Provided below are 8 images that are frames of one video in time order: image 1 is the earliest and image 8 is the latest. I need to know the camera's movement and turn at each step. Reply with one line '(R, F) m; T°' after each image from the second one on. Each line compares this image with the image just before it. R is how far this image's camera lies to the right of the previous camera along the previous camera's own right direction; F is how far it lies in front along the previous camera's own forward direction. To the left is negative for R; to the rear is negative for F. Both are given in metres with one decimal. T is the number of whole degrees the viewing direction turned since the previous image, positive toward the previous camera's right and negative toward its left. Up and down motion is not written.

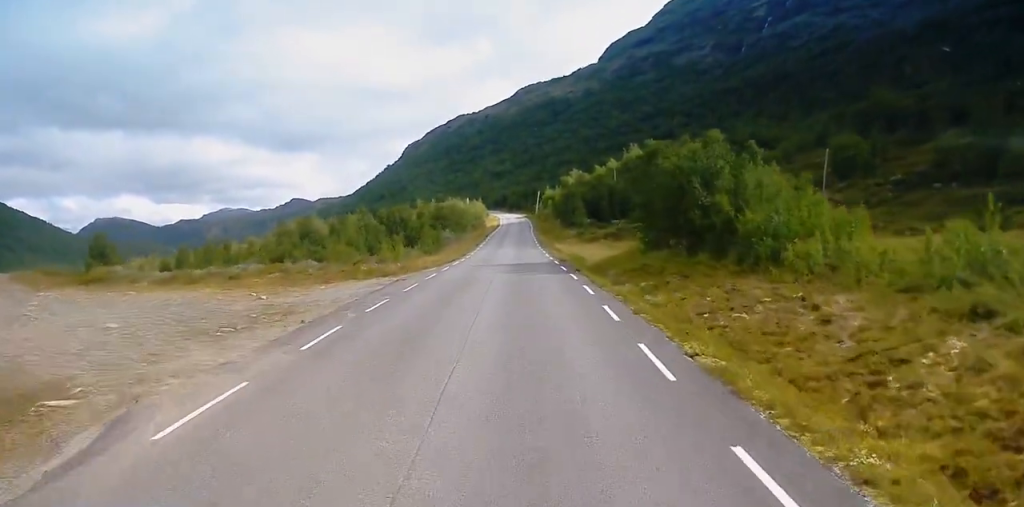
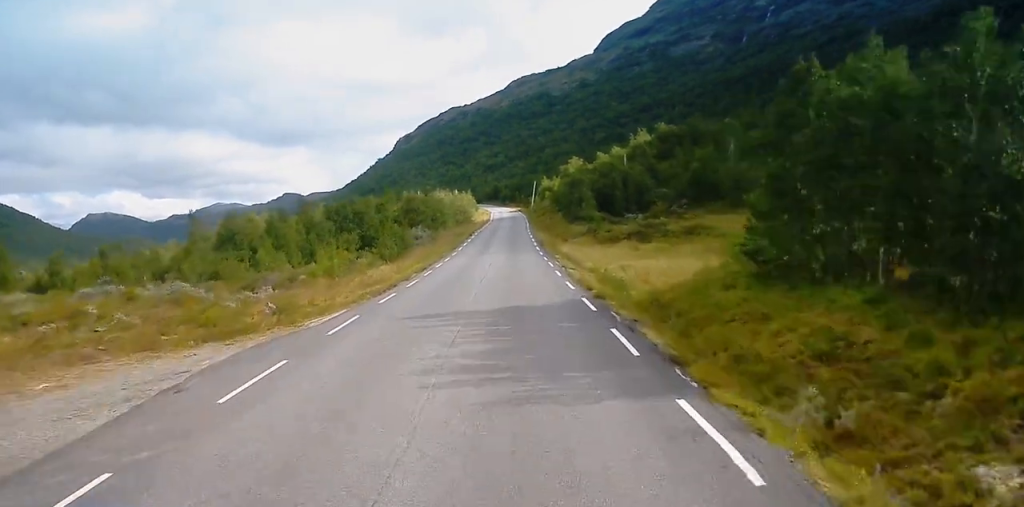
(-0.1, +22.3) m; +1°
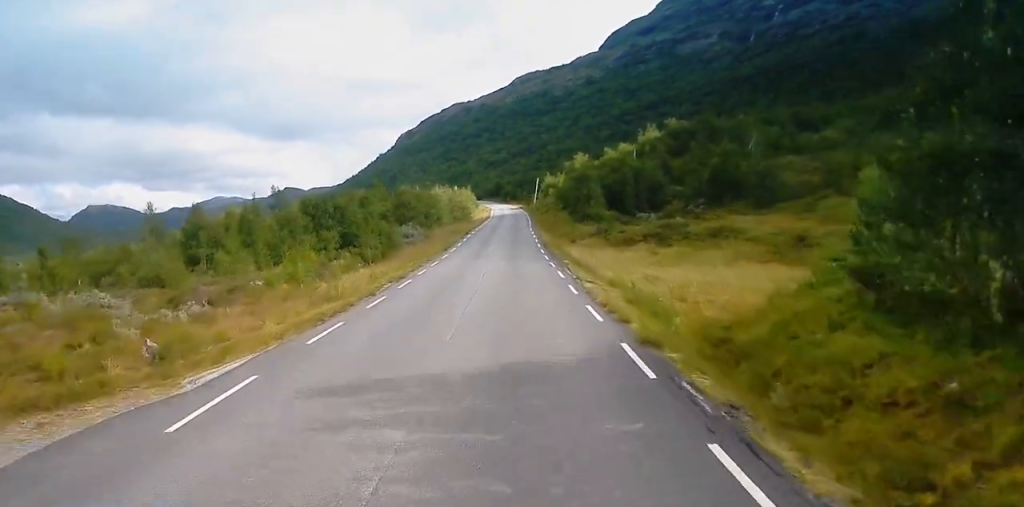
(+0.1, +7.7) m; +1°
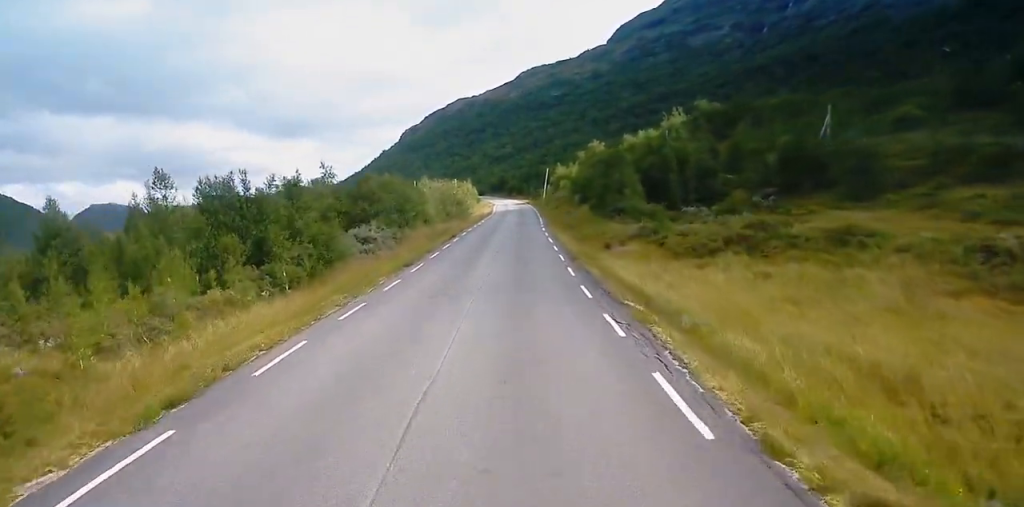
(-0.1, +21.0) m; -2°
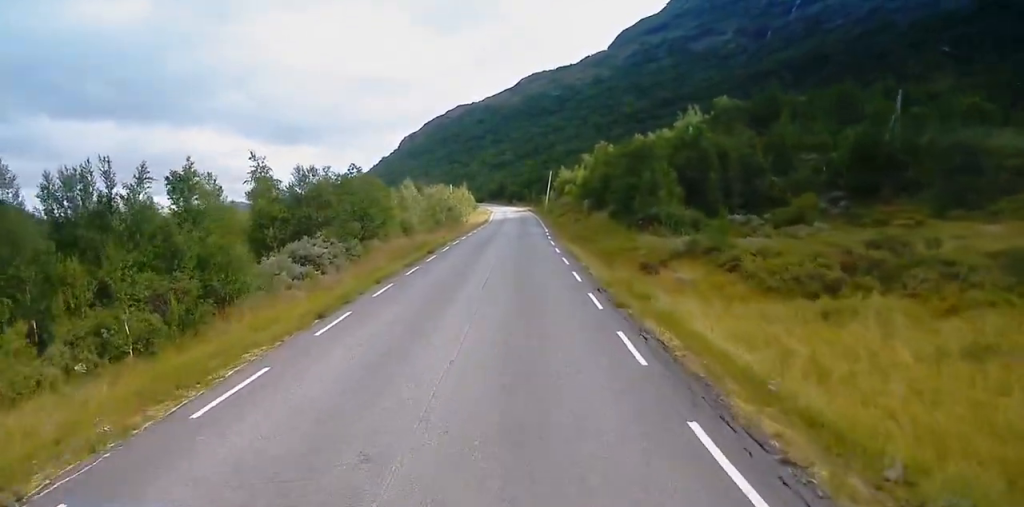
(-0.3, +14.2) m; 0°
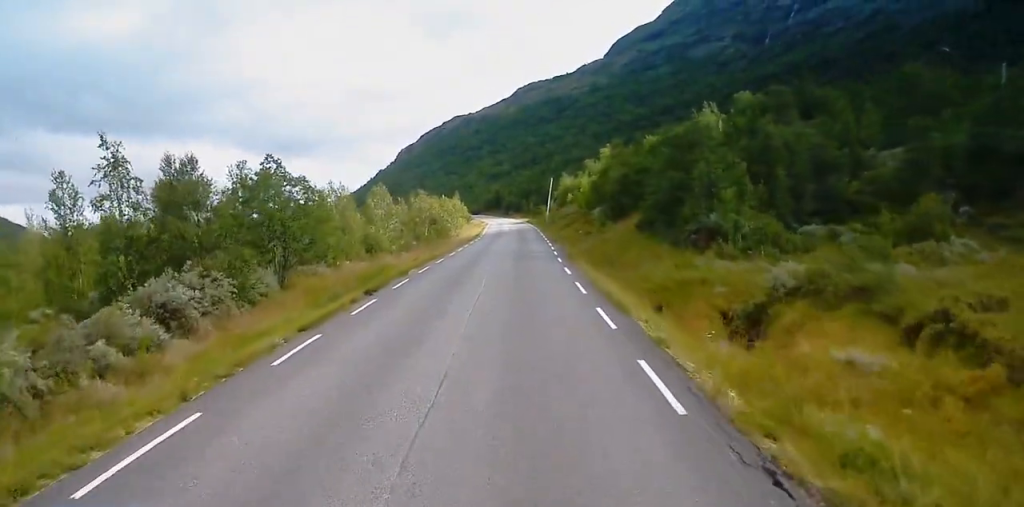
(+0.5, +14.8) m; +2°
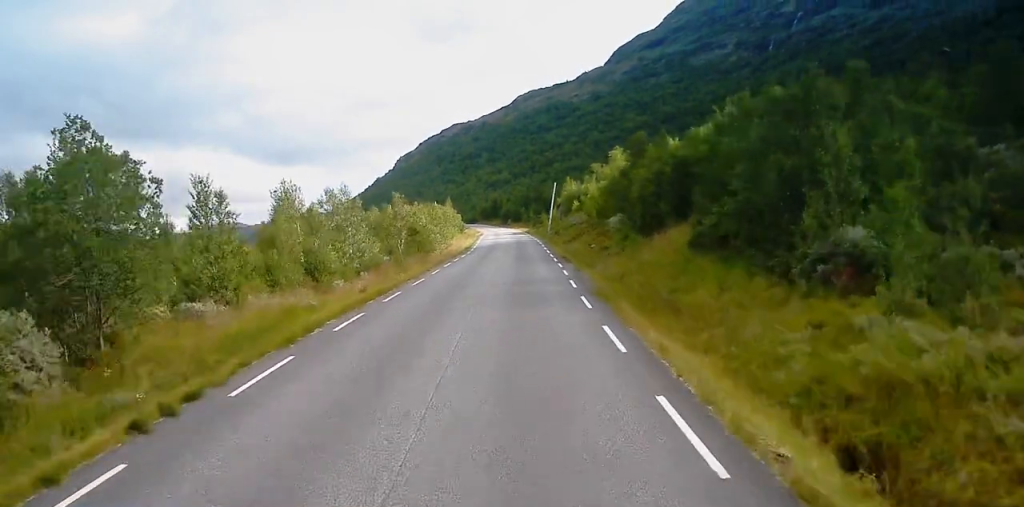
(+0.1, +13.9) m; -2°
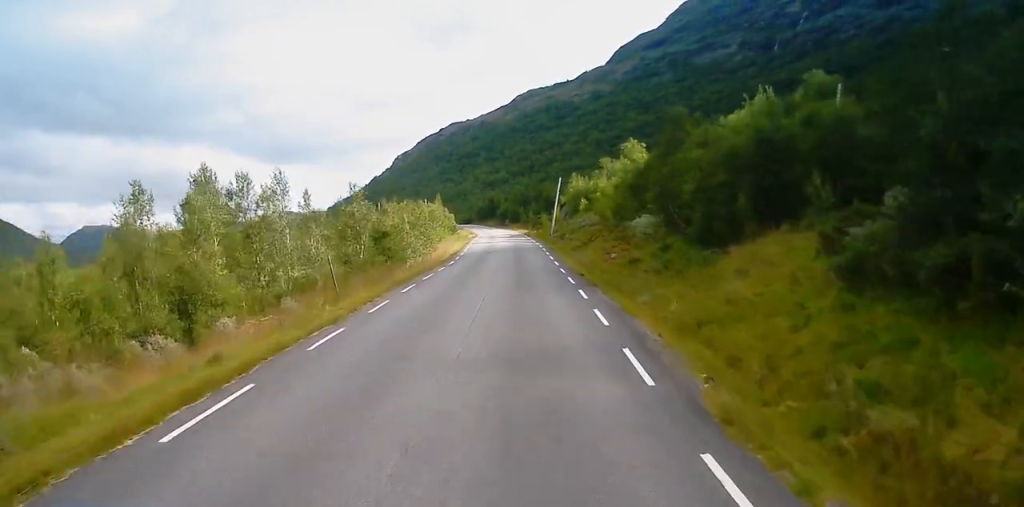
(-0.5, +14.2) m; 0°
